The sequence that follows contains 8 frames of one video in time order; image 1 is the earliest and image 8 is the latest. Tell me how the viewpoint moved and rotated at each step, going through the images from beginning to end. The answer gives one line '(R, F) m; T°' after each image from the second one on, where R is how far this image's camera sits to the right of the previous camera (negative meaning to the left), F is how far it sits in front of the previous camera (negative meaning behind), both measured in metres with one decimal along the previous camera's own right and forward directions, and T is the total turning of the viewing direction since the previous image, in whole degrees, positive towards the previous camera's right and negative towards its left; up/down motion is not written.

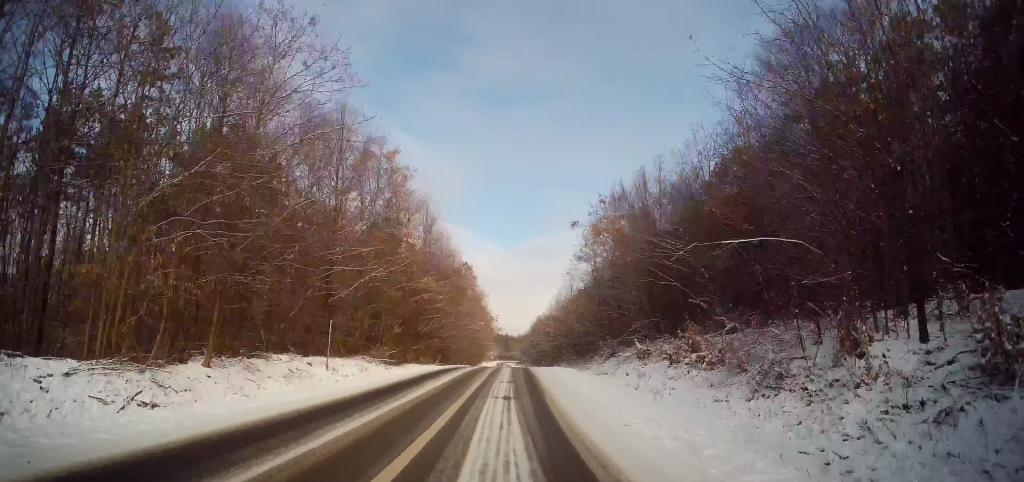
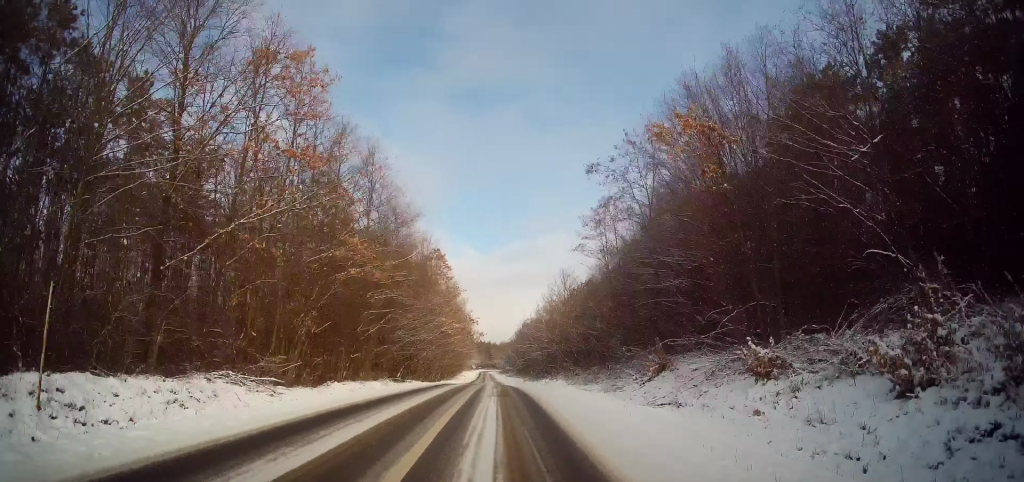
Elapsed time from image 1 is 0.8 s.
(+0.4, +14.6) m; +2°
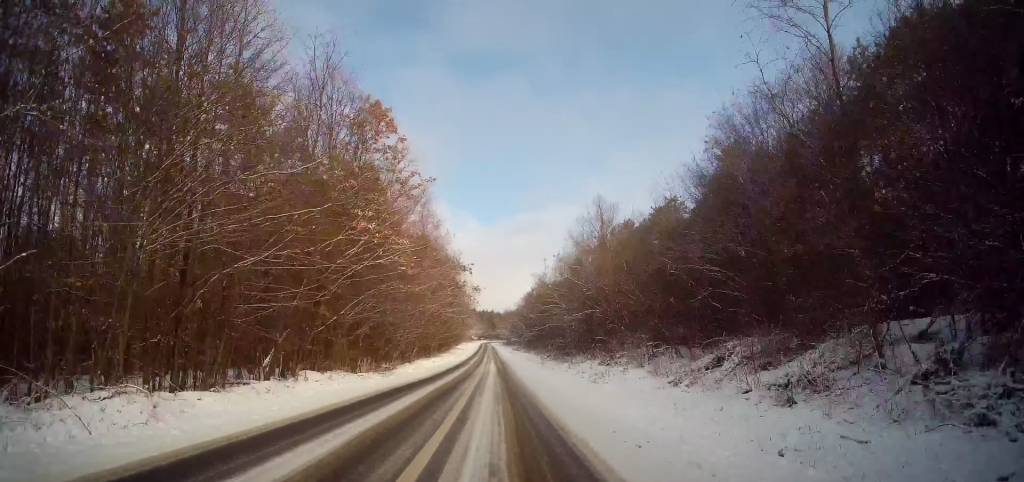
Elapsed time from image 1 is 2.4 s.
(+0.5, +29.1) m; +2°
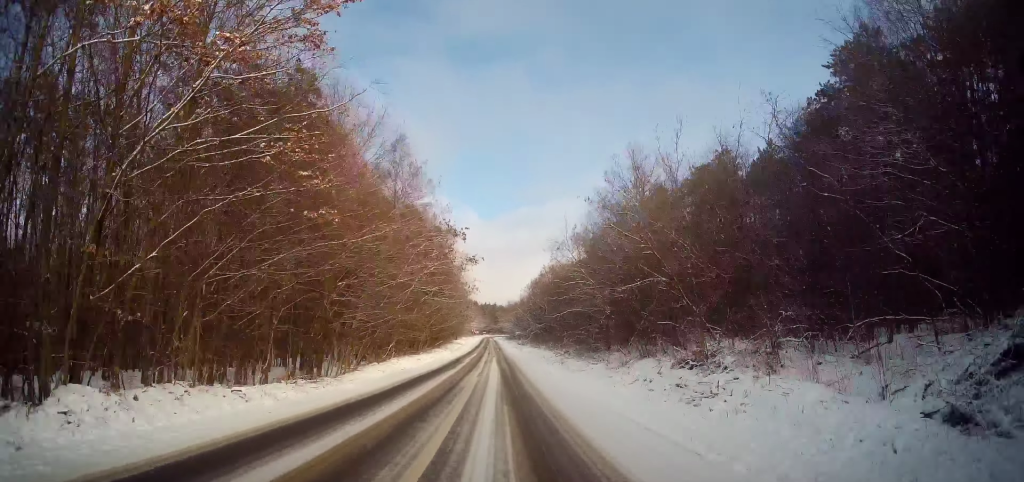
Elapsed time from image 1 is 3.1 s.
(+0.1, +14.0) m; -1°
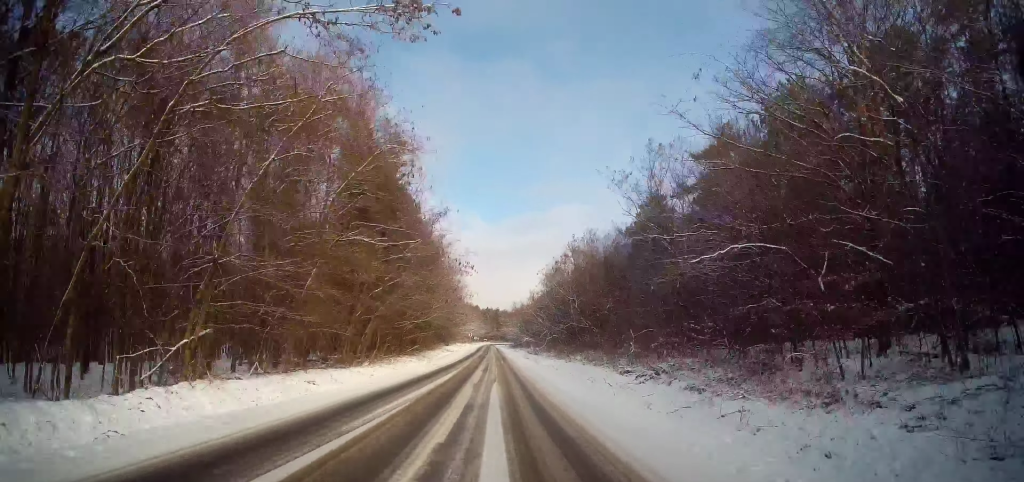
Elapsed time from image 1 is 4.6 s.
(-0.4, +29.2) m; -1°
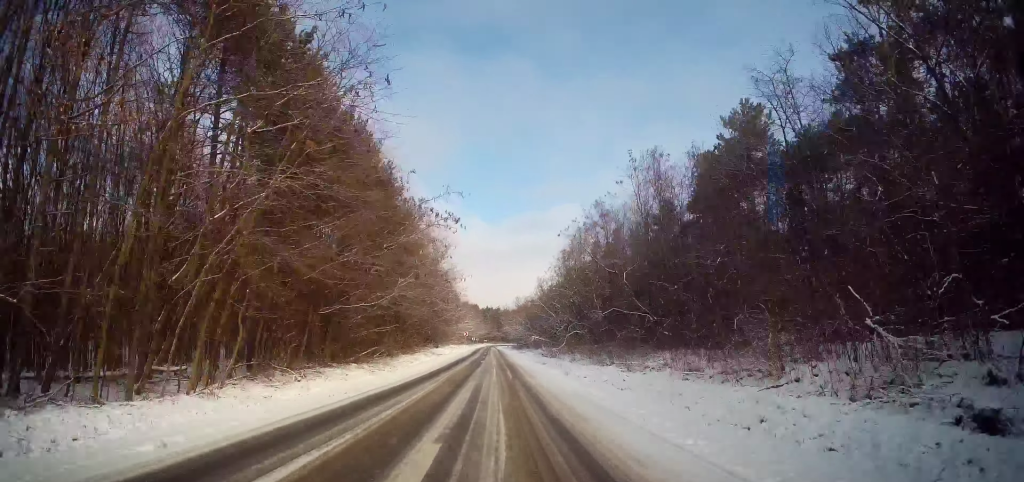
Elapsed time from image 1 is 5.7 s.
(+0.1, +21.1) m; +1°
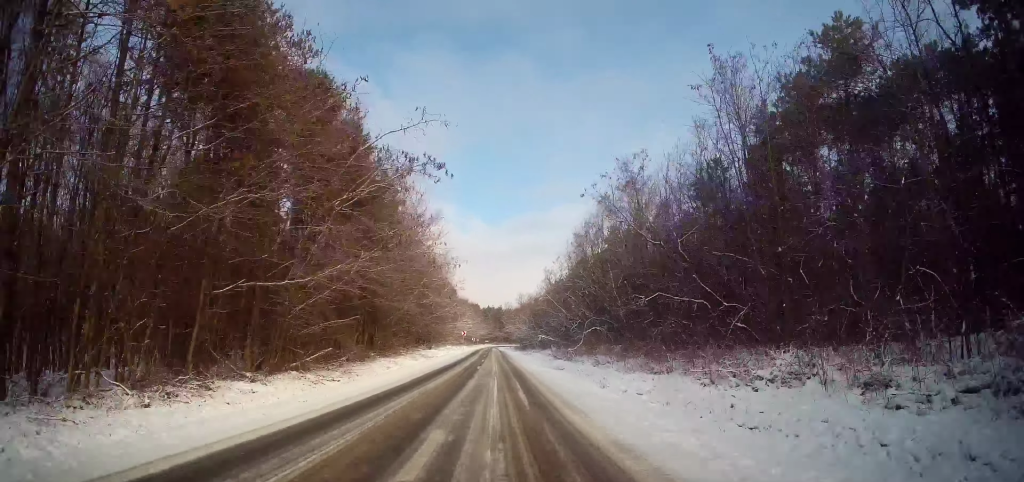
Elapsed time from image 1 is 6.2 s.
(+0.2, +10.7) m; 0°
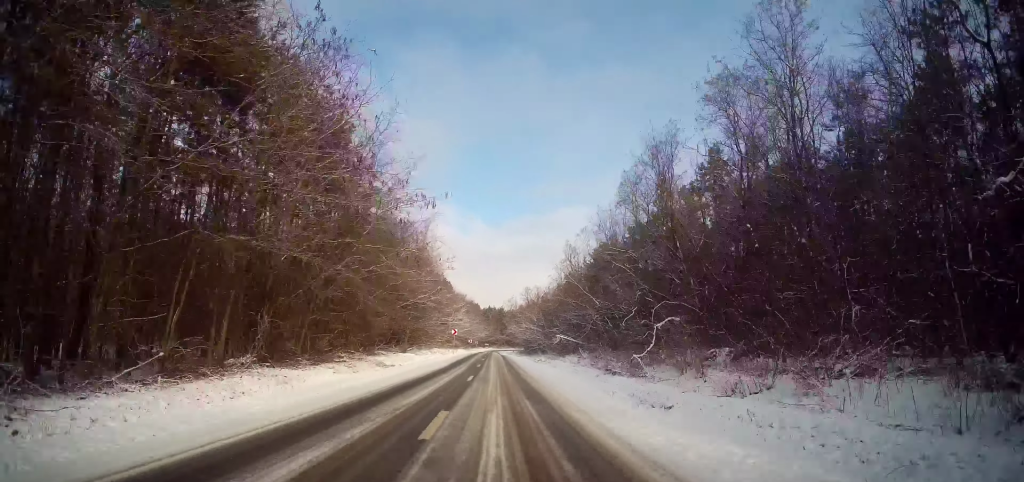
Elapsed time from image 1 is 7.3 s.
(-0.3, +21.5) m; -2°
